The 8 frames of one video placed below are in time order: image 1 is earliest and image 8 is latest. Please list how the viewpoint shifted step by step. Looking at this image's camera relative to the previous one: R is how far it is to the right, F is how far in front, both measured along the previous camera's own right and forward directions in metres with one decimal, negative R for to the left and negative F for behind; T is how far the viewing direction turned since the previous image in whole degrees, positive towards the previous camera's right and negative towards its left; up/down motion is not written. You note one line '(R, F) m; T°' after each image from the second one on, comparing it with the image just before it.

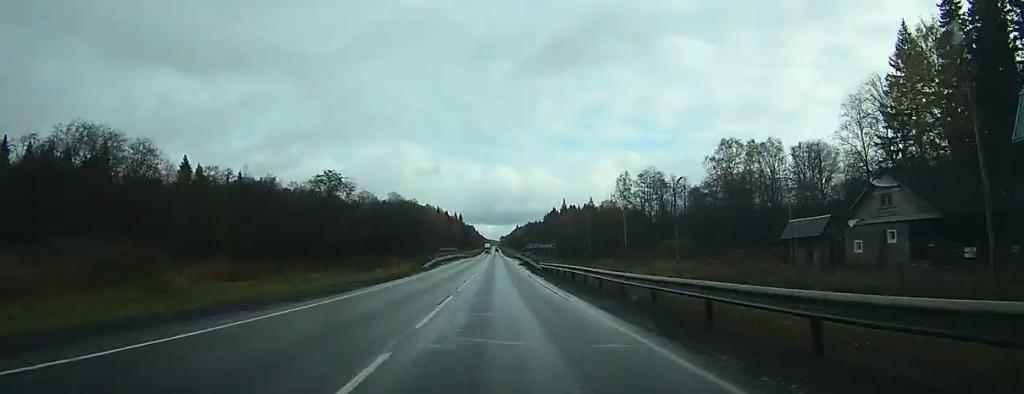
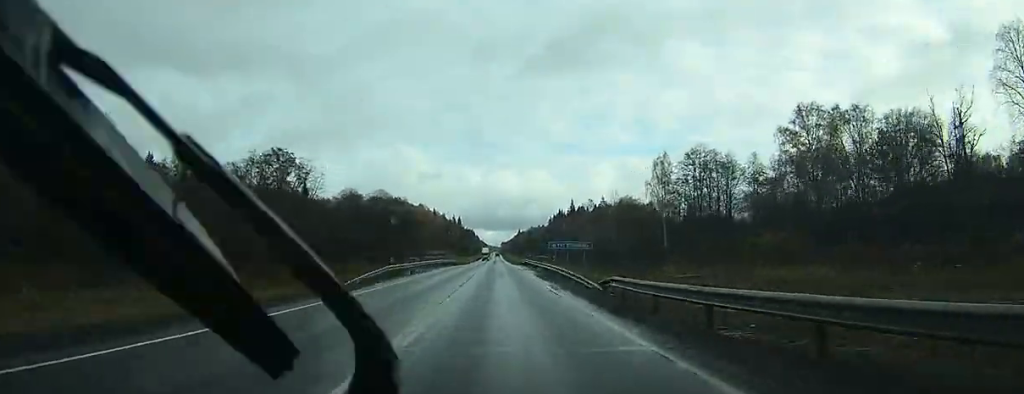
(0.0, +31.0) m; 0°
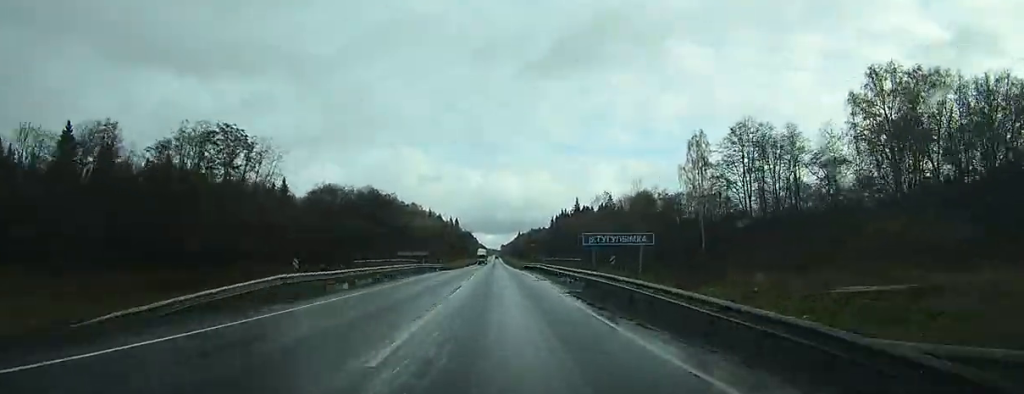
(0.0, +21.0) m; 0°
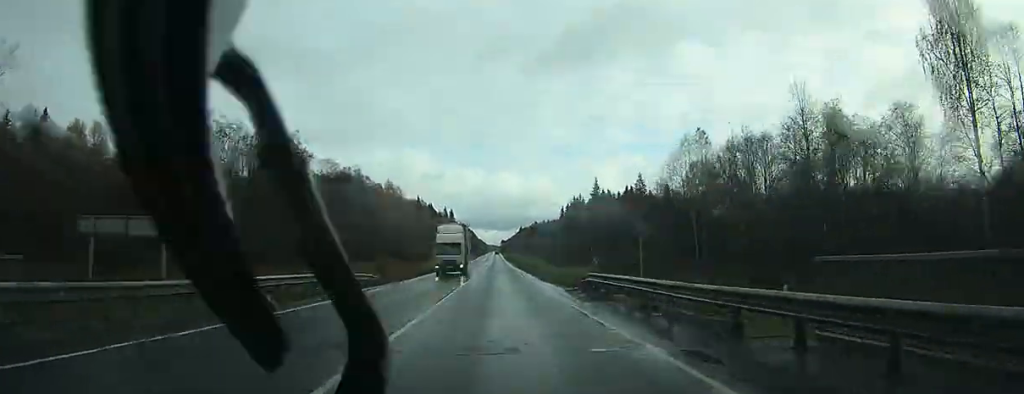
(-0.1, +56.6) m; 0°
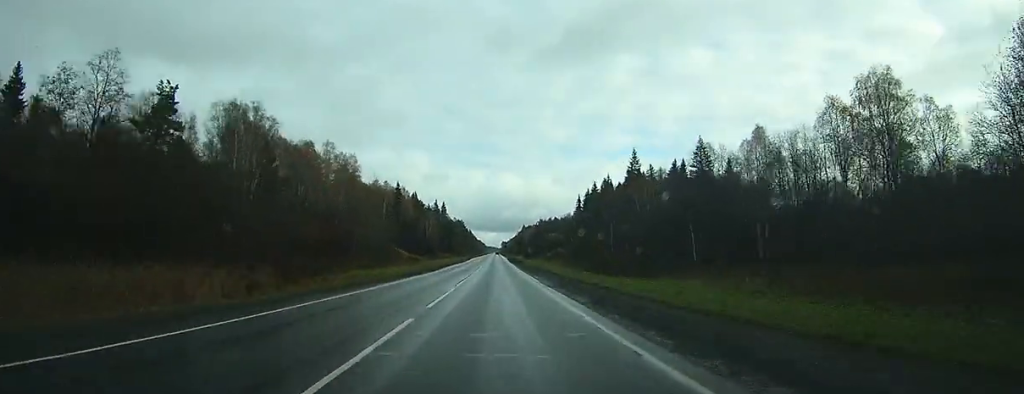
(+0.2, +64.4) m; +1°
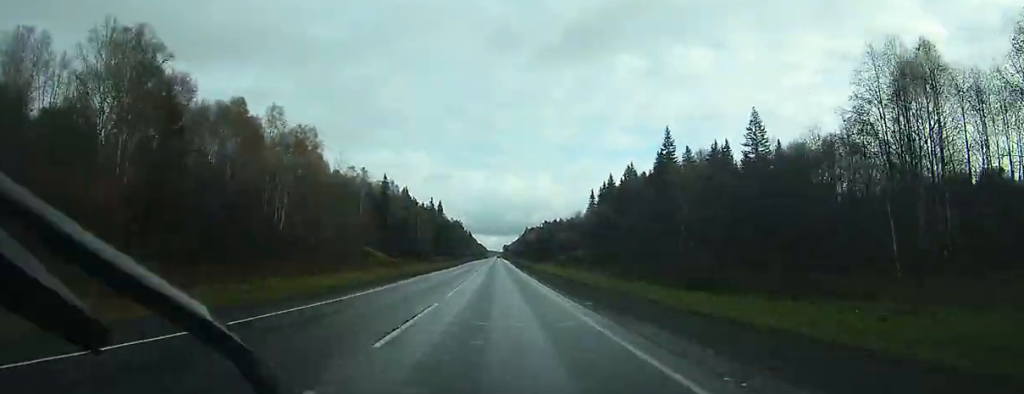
(+0.1, +29.4) m; 0°
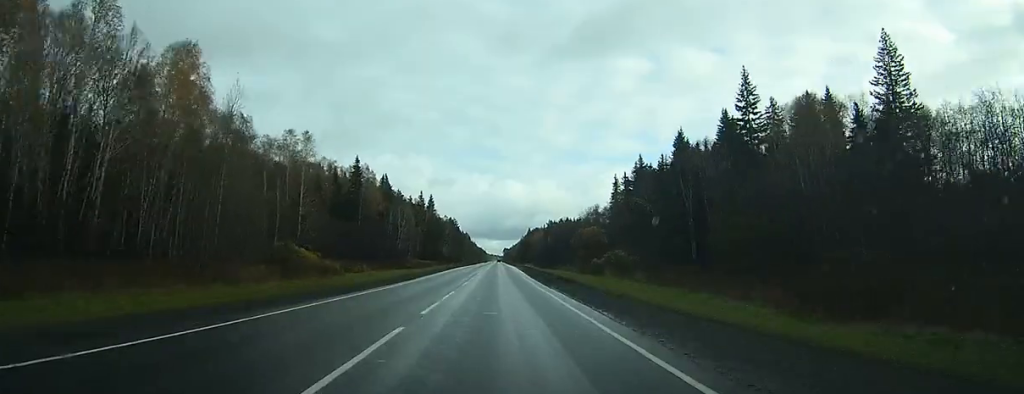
(+0.1, +39.4) m; 0°
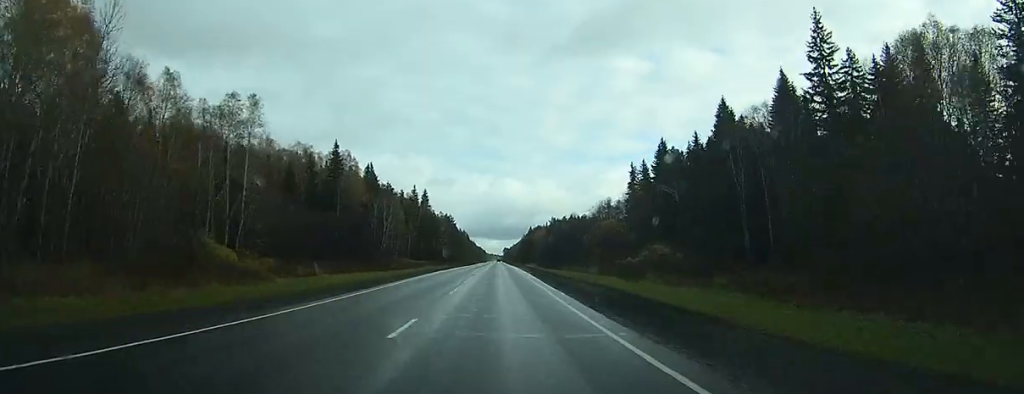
(-0.1, +19.7) m; 0°
